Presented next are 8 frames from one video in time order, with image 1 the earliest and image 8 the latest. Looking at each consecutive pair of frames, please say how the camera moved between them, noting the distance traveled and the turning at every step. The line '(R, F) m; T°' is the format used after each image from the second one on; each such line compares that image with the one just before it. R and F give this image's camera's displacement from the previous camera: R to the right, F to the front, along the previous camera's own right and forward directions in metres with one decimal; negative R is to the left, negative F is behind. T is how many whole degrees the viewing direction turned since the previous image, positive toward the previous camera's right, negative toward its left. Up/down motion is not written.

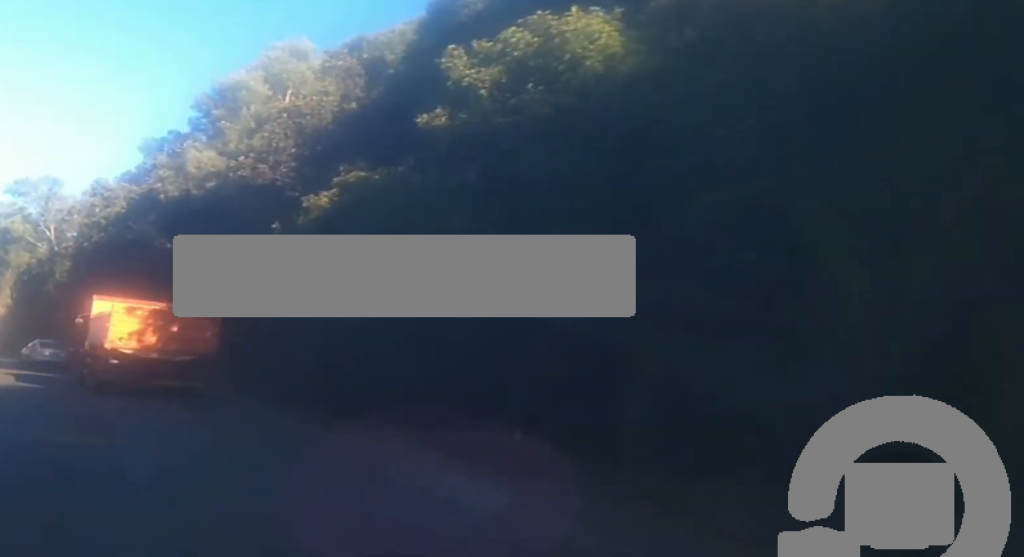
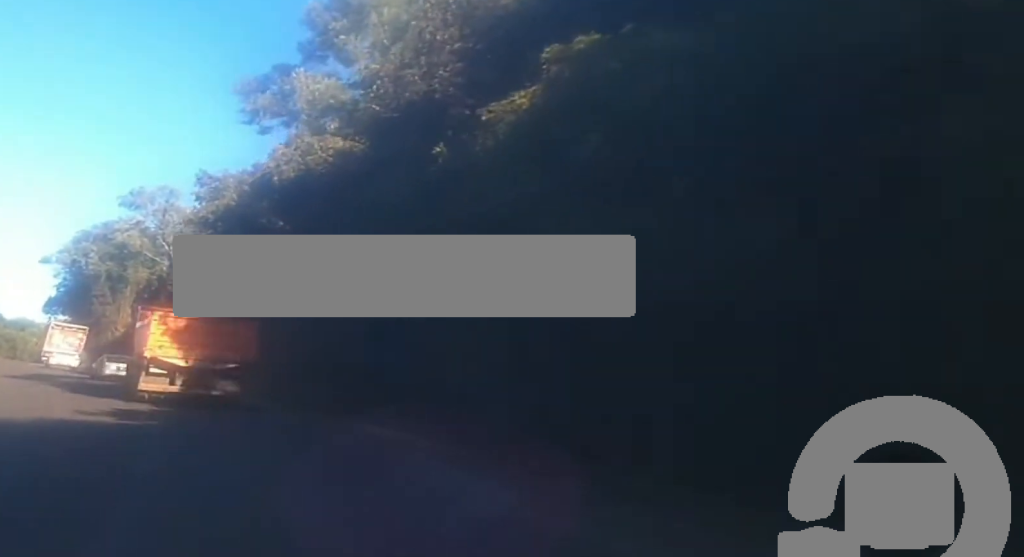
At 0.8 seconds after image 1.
(-0.5, +10.6) m; -4°
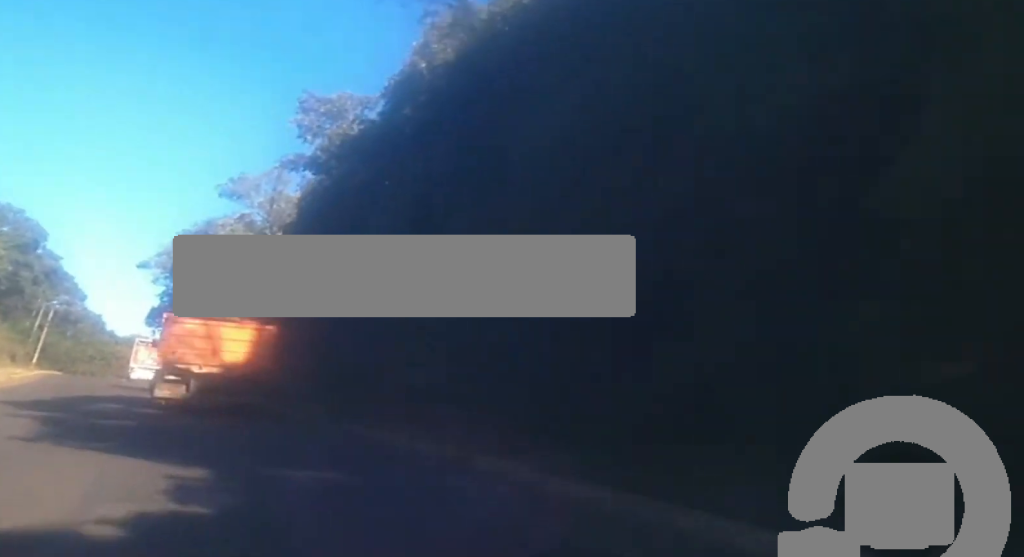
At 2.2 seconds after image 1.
(-0.4, +17.2) m; -9°
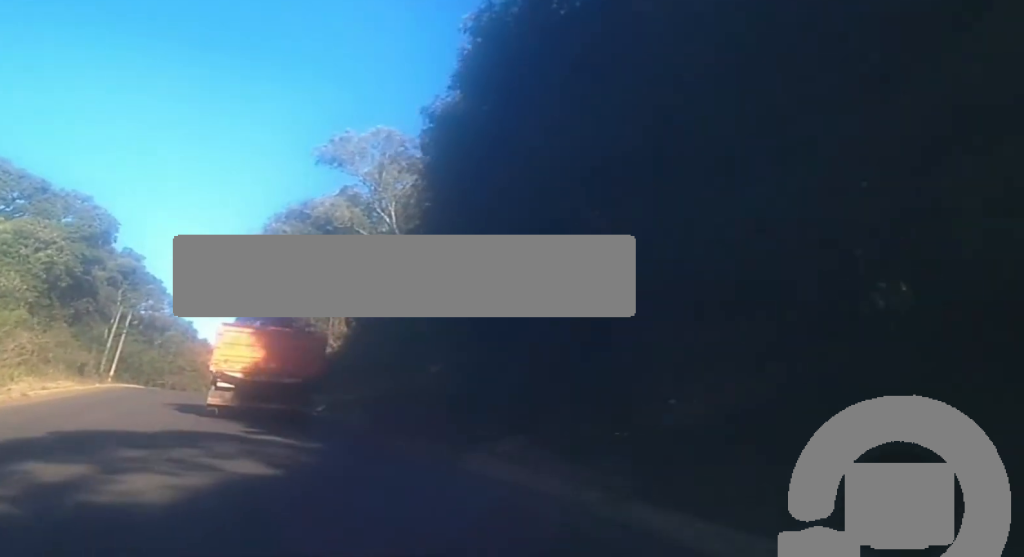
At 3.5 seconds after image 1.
(-2.1, +17.9) m; -6°
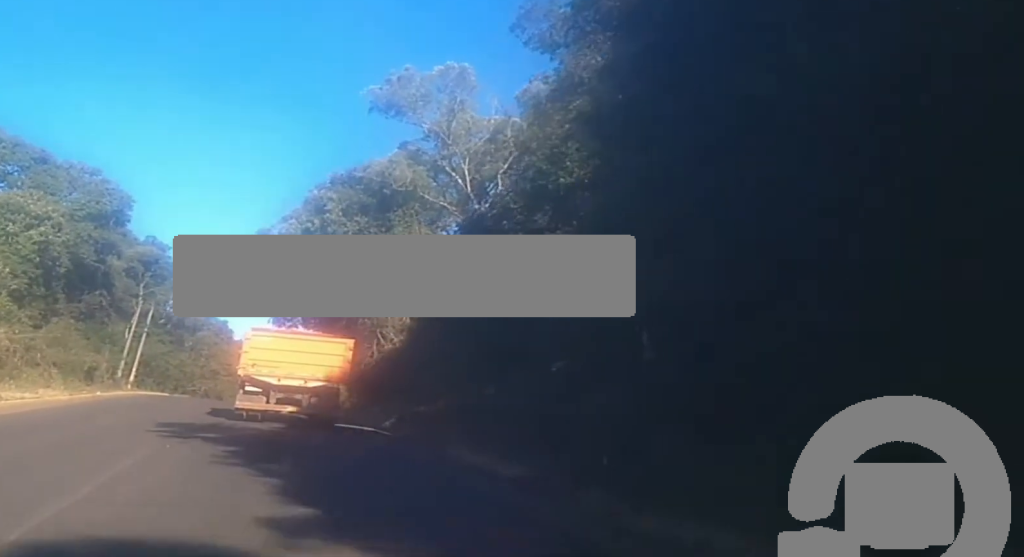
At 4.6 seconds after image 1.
(+0.2, +14.1) m; 0°
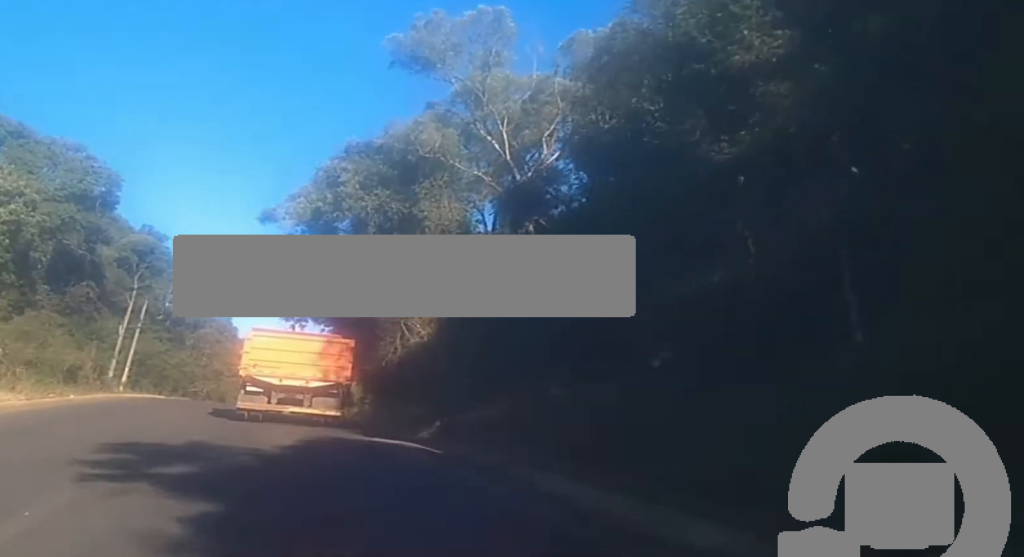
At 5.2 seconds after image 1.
(0.0, +7.9) m; -1°
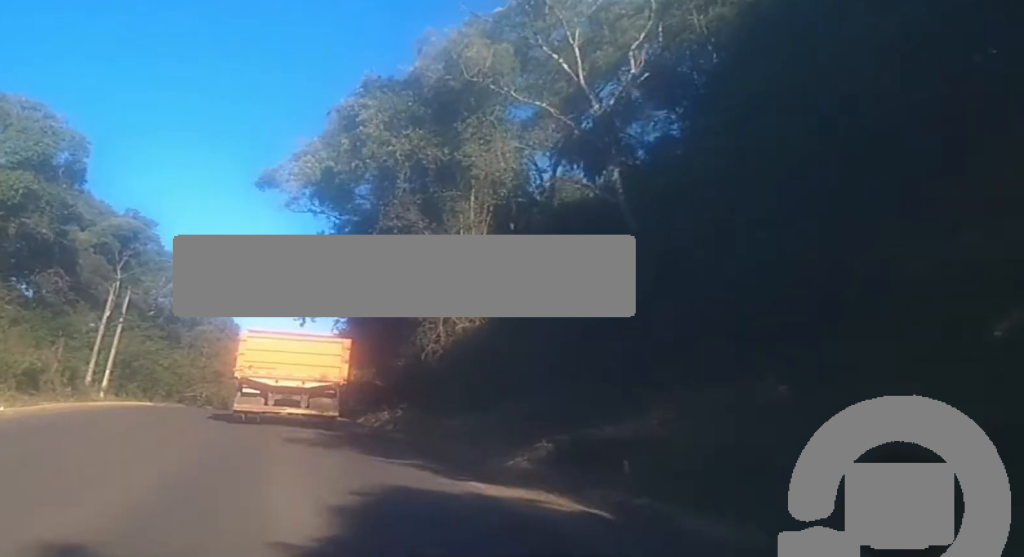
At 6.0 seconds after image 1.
(-0.2, +10.9) m; -1°
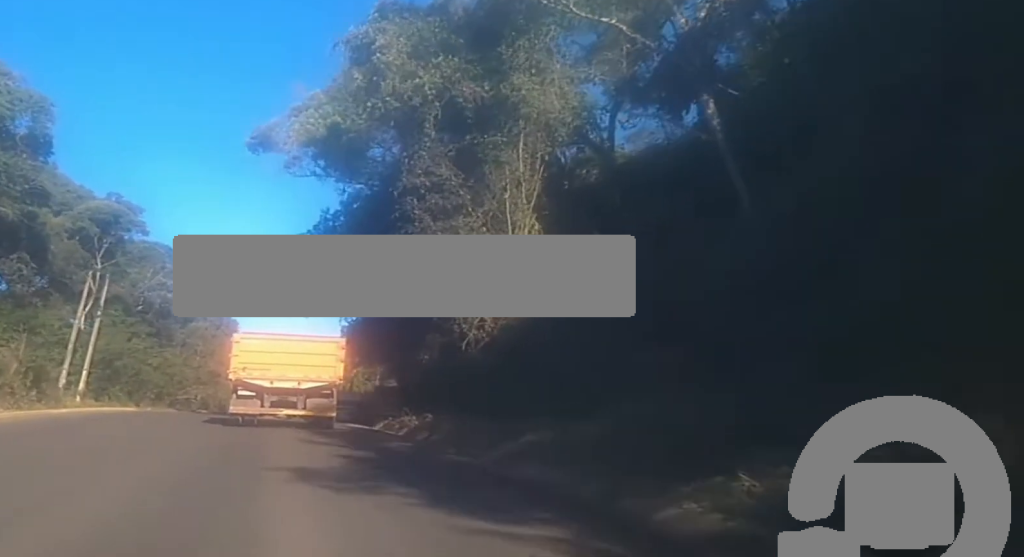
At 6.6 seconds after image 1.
(0.0, +7.5) m; -1°
